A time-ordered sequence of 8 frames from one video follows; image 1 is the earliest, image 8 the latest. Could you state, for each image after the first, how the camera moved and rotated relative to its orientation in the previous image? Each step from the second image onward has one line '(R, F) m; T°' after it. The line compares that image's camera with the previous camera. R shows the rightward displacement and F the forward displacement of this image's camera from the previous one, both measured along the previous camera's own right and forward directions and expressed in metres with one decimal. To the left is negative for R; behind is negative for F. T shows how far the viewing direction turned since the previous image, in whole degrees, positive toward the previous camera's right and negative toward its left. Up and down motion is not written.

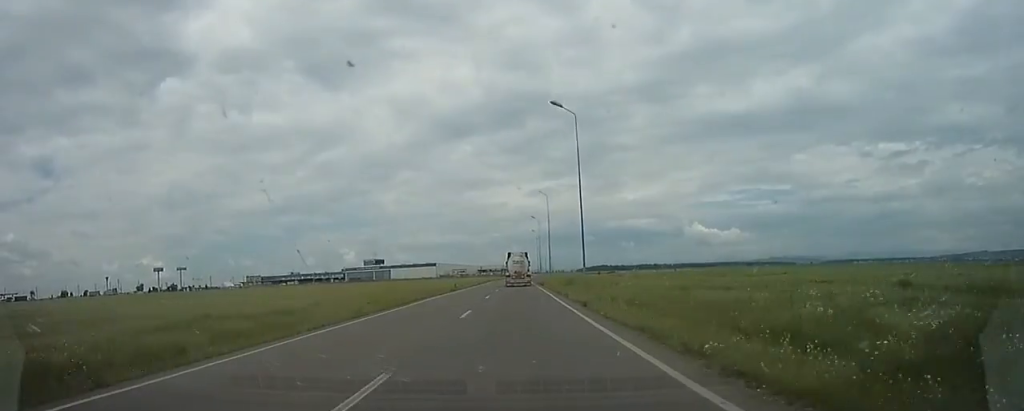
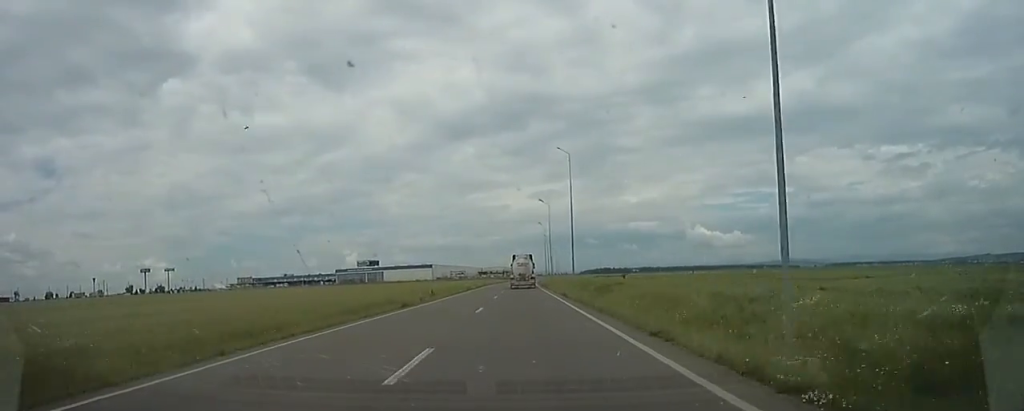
(-0.1, +20.9) m; +1°
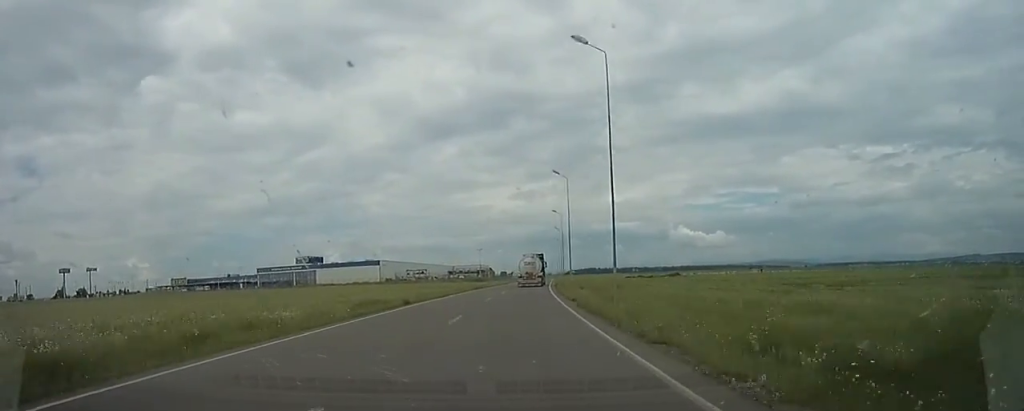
(+1.1, +74.8) m; +4°
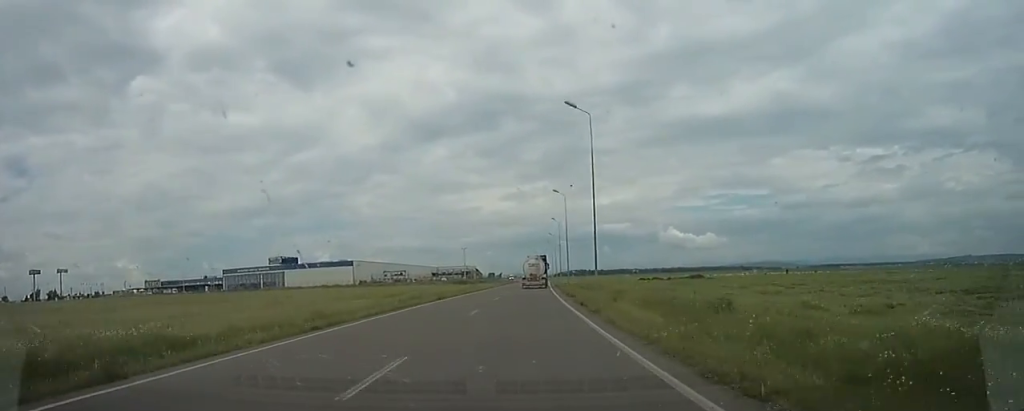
(+0.9, +20.3) m; +1°
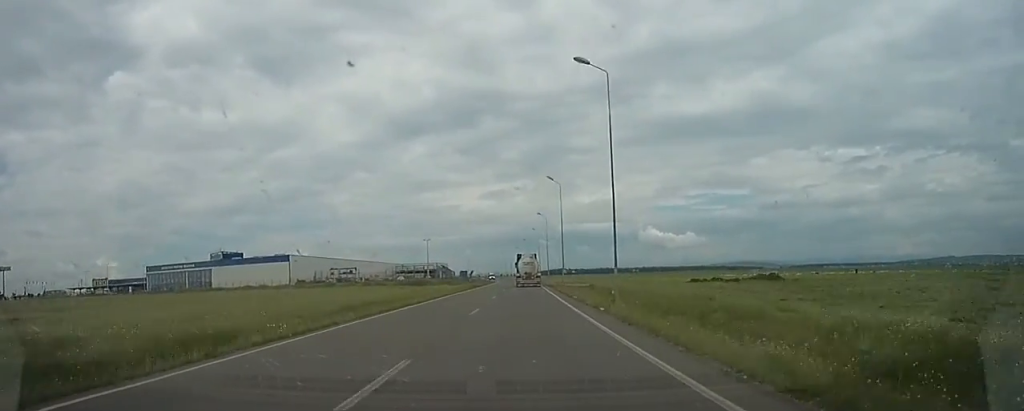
(+0.3, +35.8) m; 0°
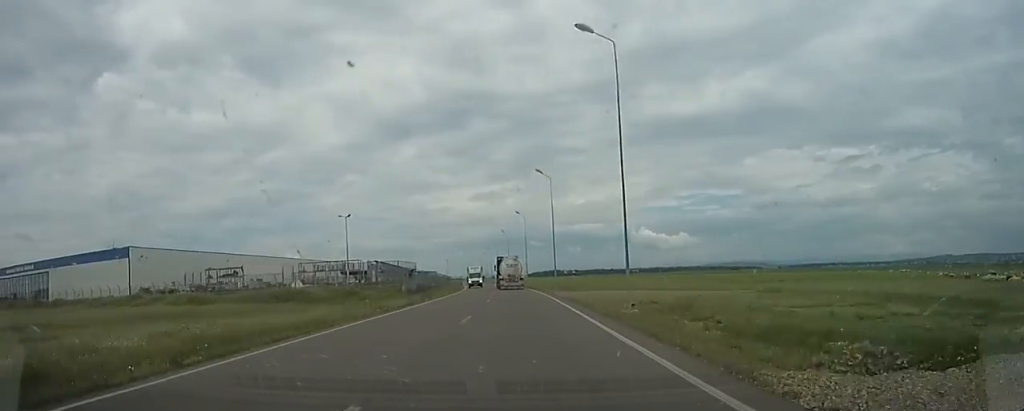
(+0.5, +61.3) m; 0°
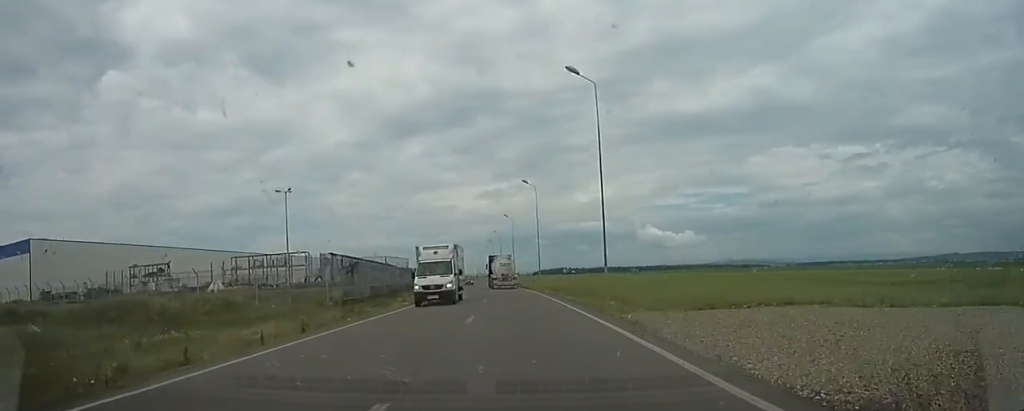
(-0.7, +23.4) m; -2°
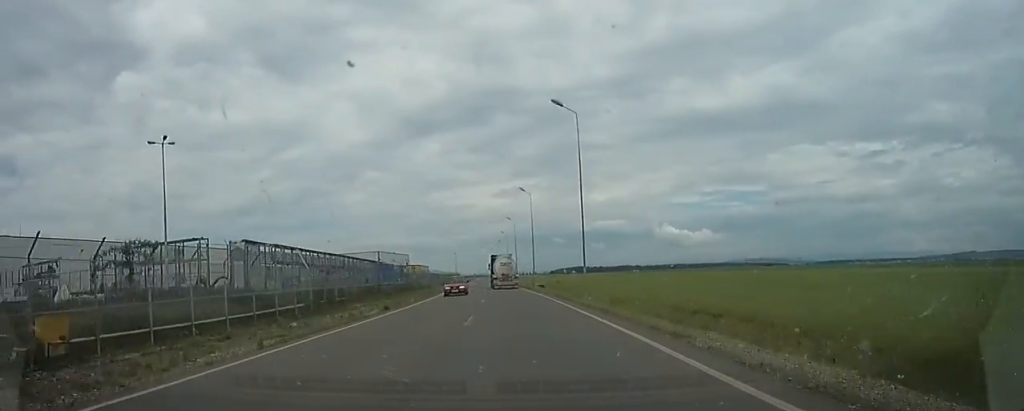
(-0.4, +24.2) m; -1°
